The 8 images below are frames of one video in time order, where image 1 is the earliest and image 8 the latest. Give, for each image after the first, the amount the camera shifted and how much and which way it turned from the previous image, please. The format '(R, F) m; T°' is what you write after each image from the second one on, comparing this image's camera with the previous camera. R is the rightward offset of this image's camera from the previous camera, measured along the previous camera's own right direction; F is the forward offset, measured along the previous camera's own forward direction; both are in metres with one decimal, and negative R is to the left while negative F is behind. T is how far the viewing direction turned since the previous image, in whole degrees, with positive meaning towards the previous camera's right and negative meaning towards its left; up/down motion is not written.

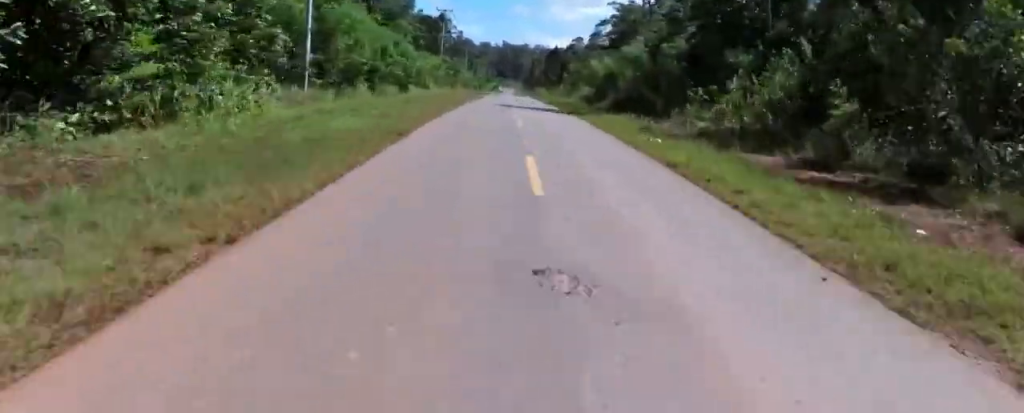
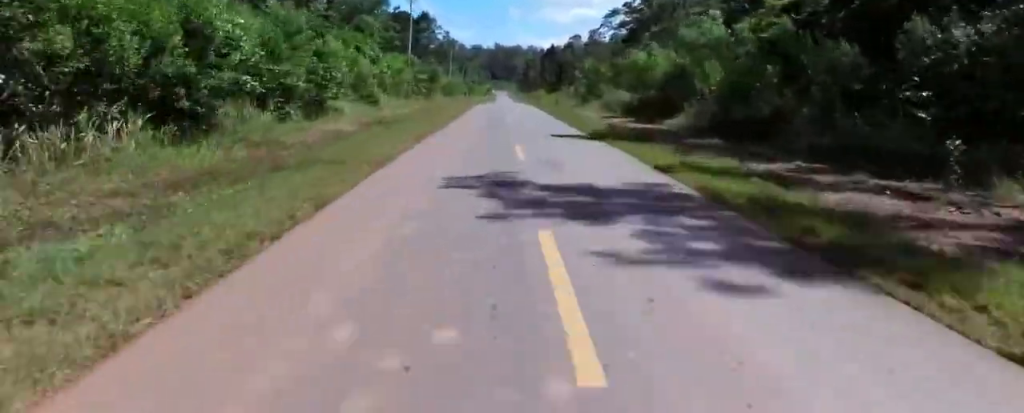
(-0.2, +20.7) m; 0°
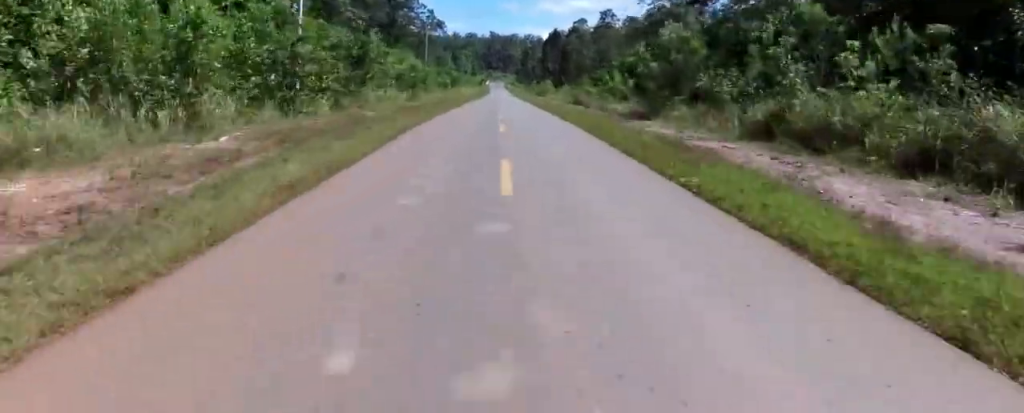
(+0.1, +28.8) m; 0°
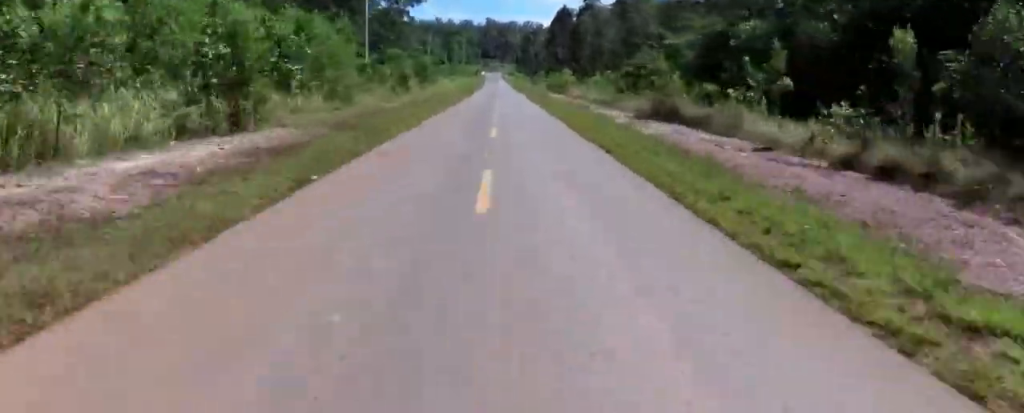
(+0.1, +33.0) m; 0°
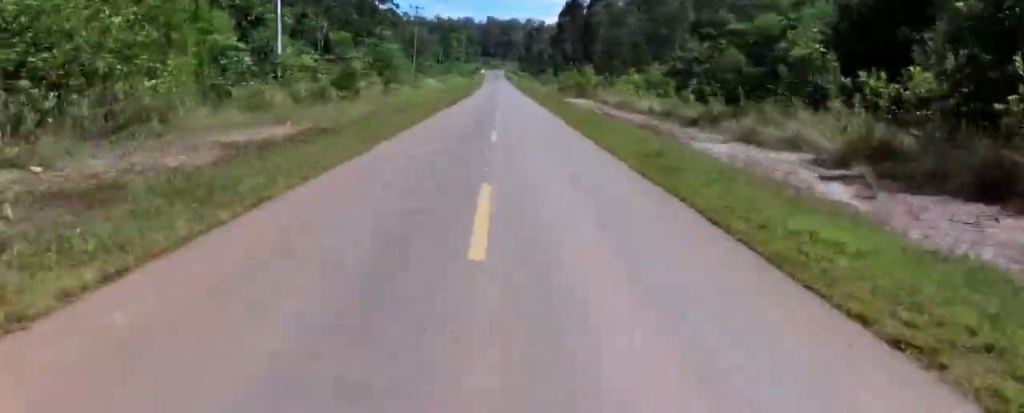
(0.0, +17.4) m; 0°
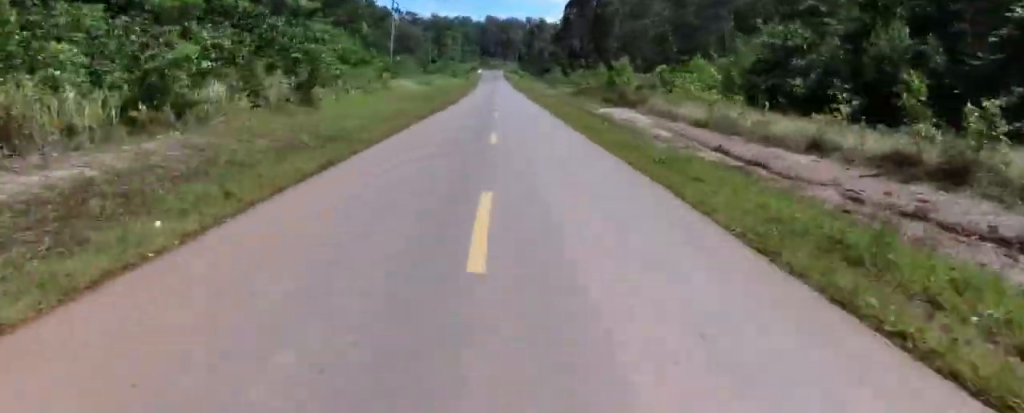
(0.0, +17.4) m; 0°
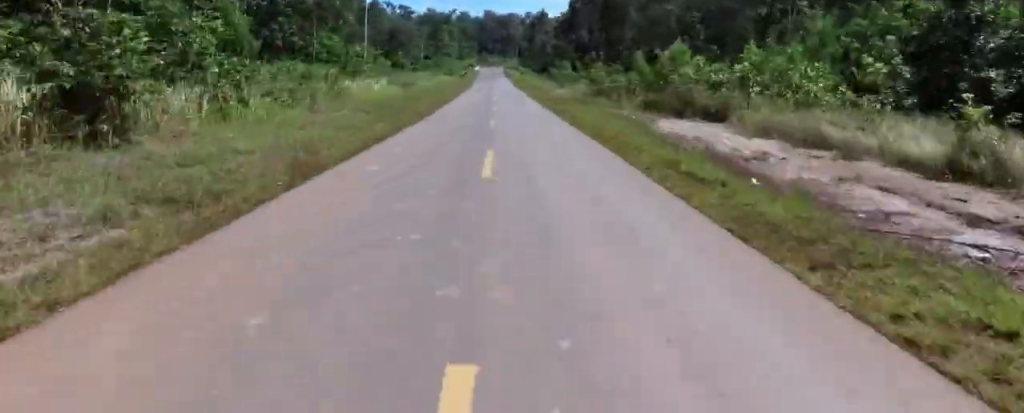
(0.0, +11.9) m; 0°
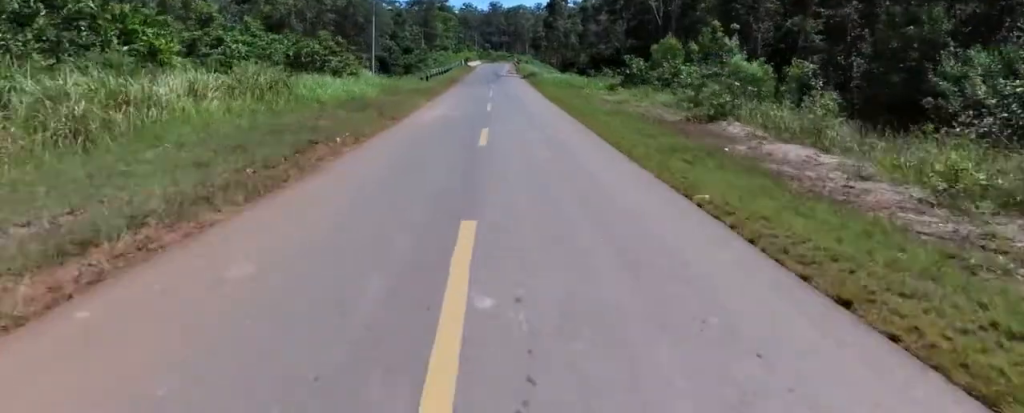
(-0.6, +45.1) m; +1°
